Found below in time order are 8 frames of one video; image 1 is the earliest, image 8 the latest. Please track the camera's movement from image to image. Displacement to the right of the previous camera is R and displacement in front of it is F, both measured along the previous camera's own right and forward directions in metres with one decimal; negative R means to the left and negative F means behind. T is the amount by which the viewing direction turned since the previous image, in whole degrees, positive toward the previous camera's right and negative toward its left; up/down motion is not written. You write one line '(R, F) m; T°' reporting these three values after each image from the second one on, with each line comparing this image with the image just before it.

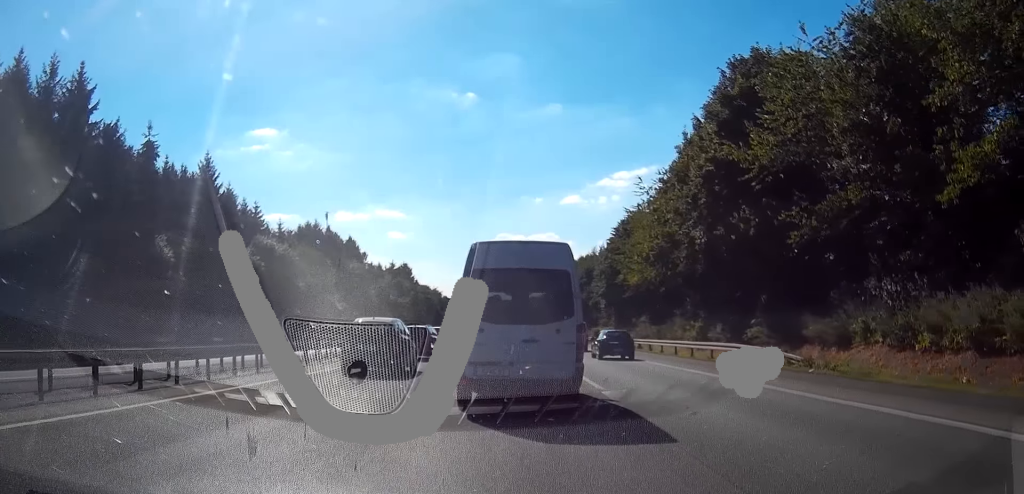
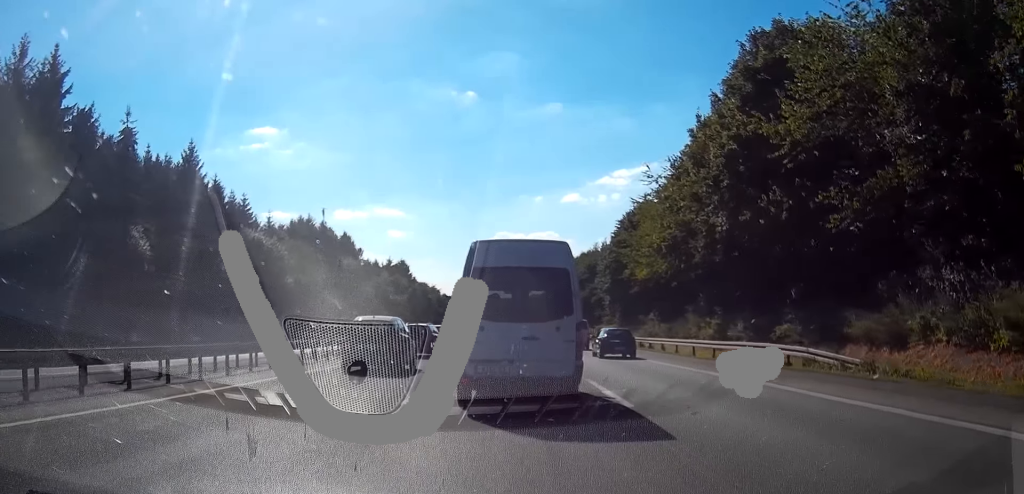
(0.0, +4.7) m; +2°
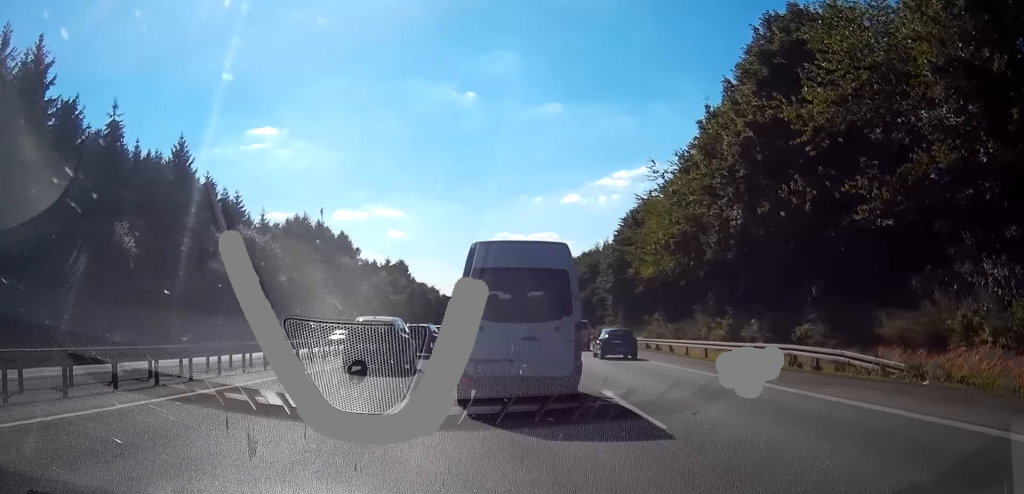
(0.0, +2.7) m; +1°
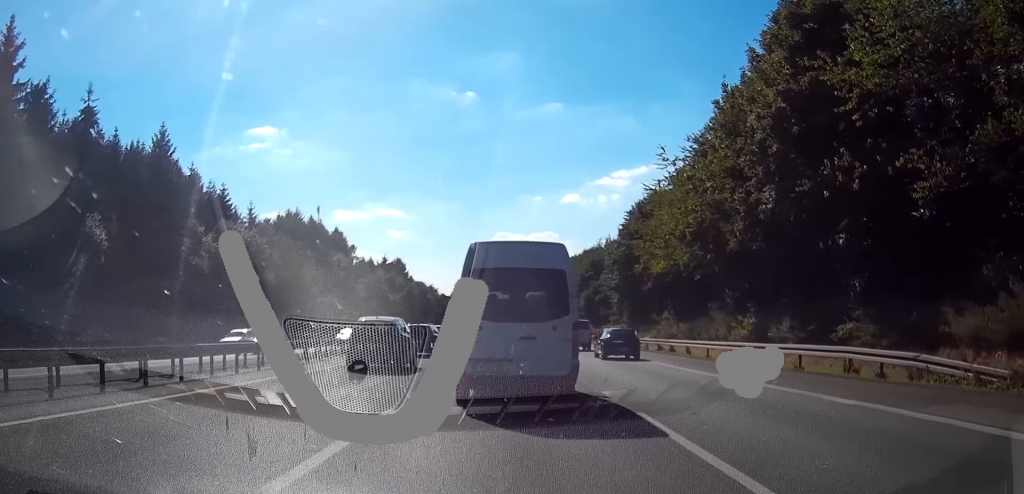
(+0.1, +4.8) m; +2°
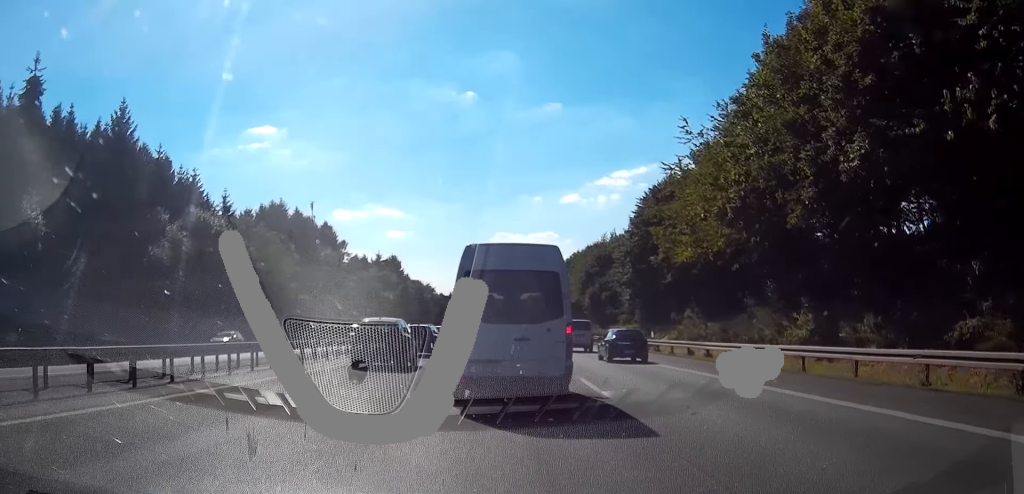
(+0.2, +8.8) m; +2°
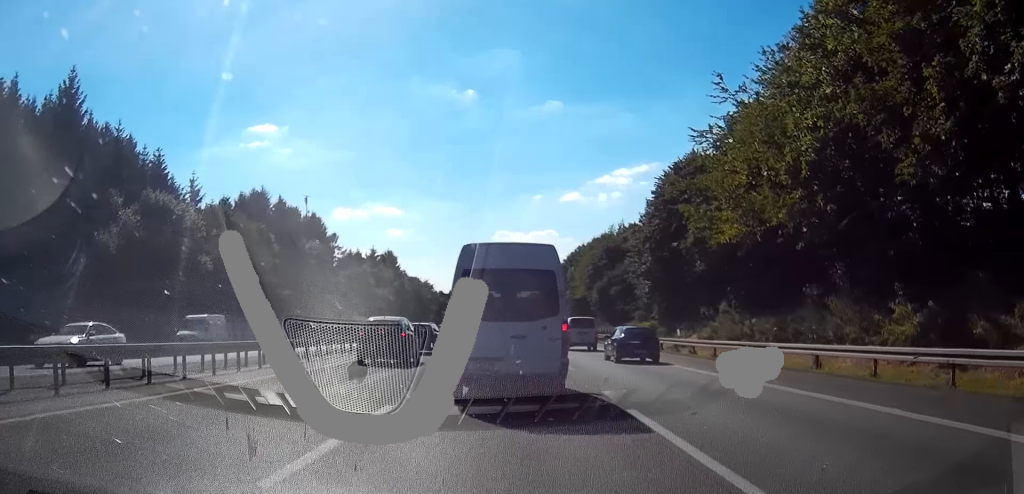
(+0.3, +9.3) m; +4°
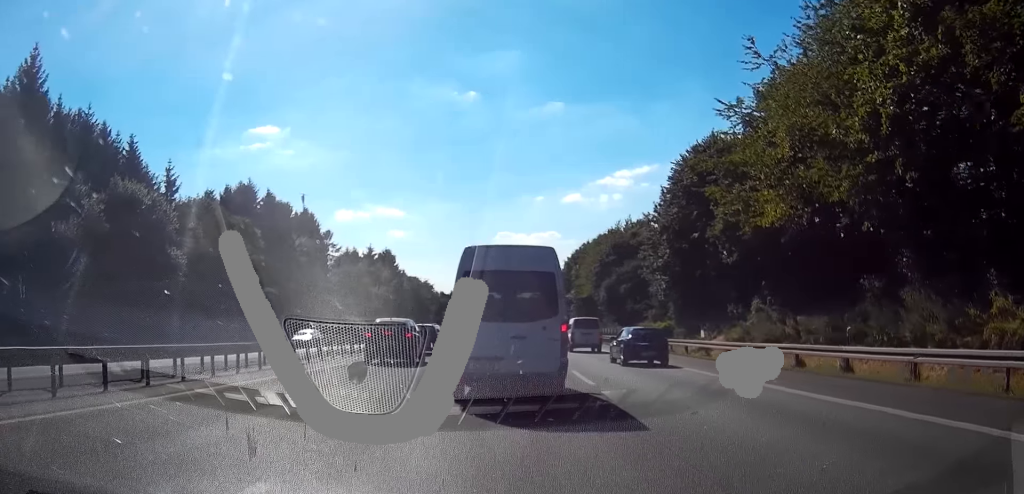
(+0.3, +6.1) m; 0°
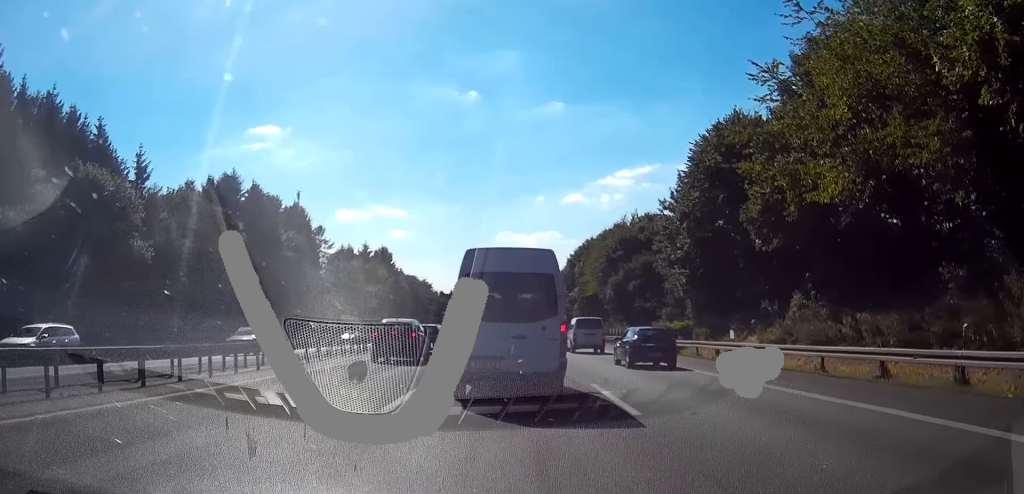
(-0.3, +6.2) m; -3°
